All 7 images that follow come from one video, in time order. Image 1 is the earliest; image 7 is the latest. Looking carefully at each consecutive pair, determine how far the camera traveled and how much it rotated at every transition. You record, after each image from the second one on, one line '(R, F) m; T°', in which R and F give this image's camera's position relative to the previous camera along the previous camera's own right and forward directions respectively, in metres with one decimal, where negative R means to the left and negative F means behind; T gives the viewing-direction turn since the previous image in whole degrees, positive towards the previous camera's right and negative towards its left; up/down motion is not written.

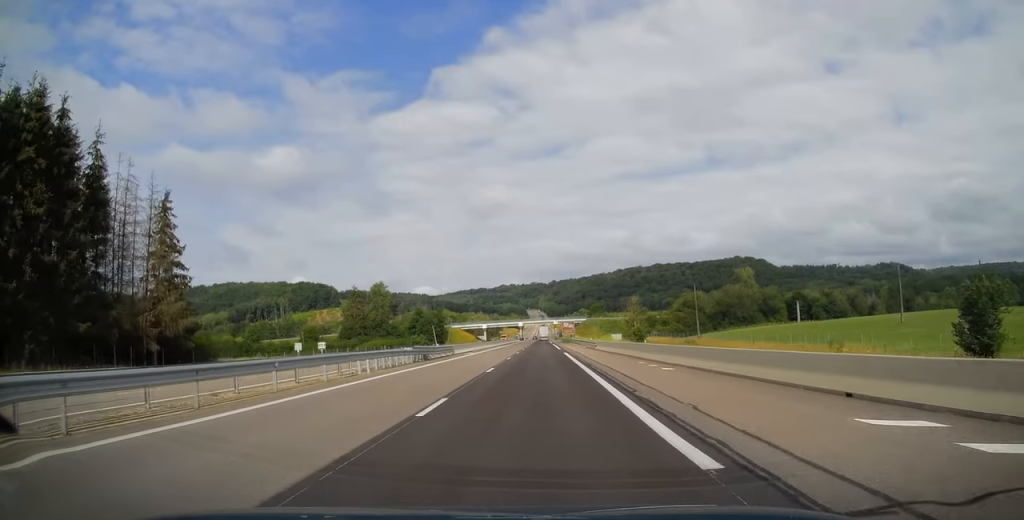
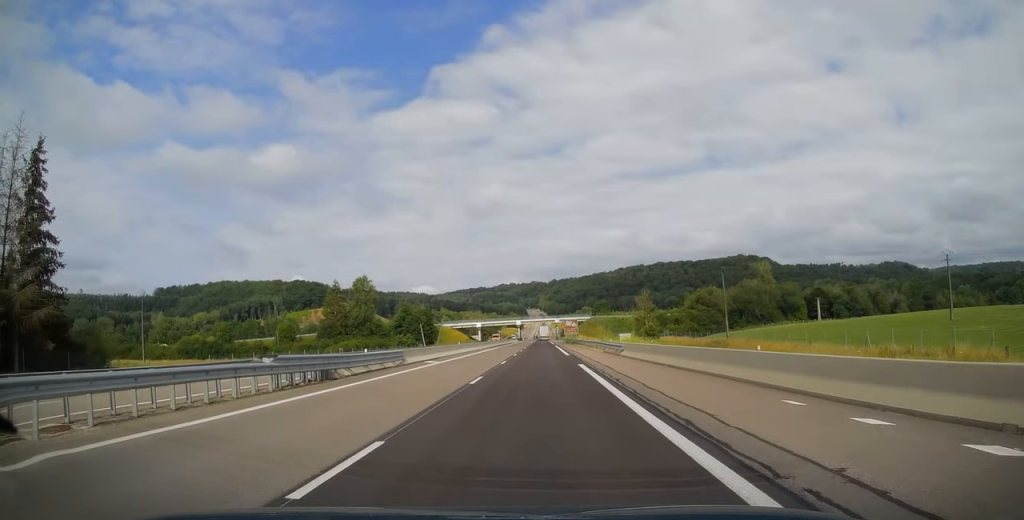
(-0.3, +17.6) m; 0°
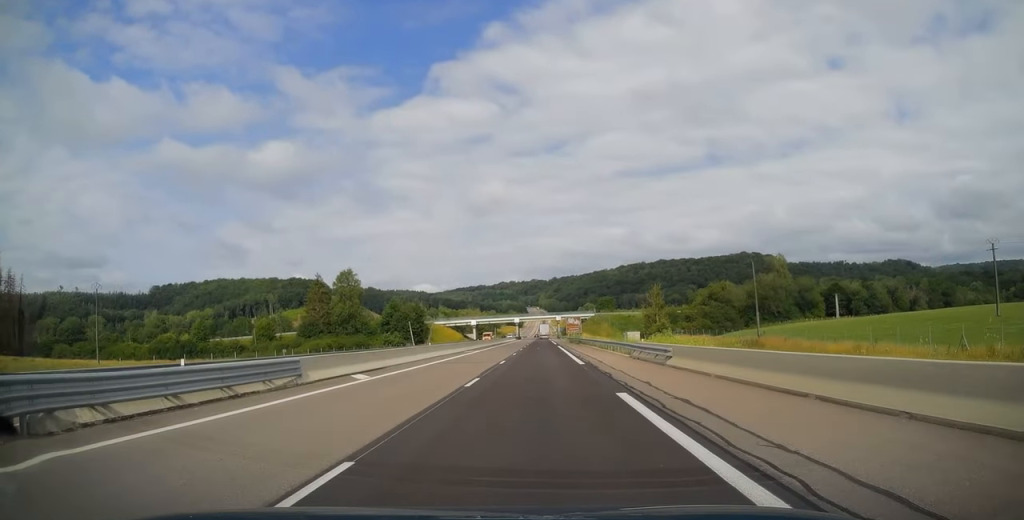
(-0.1, +13.7) m; 0°
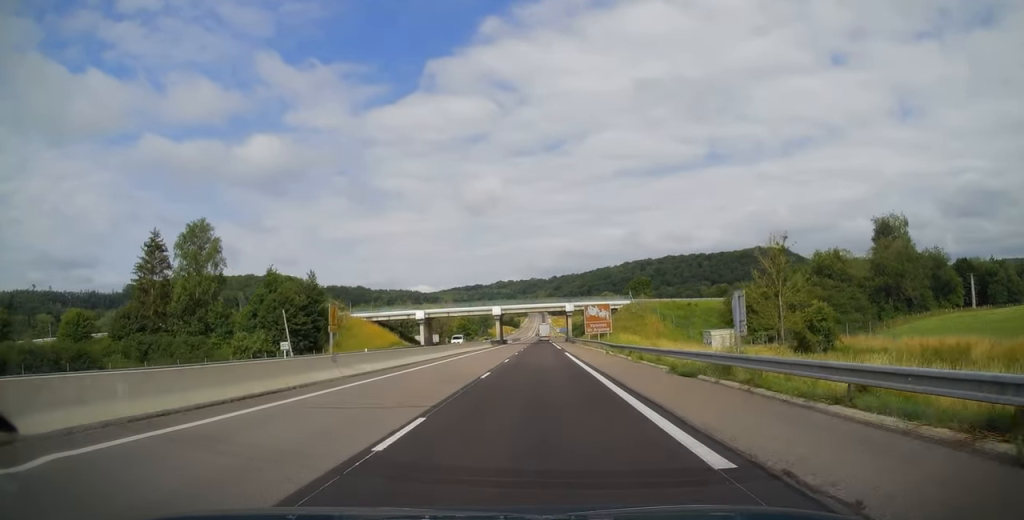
(+1.0, +70.2) m; +1°
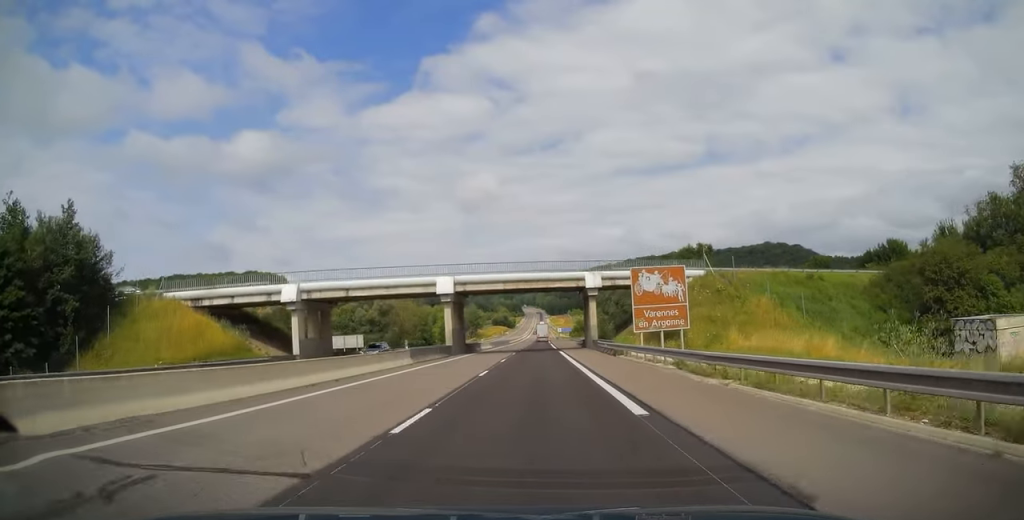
(+0.1, +47.6) m; 0°
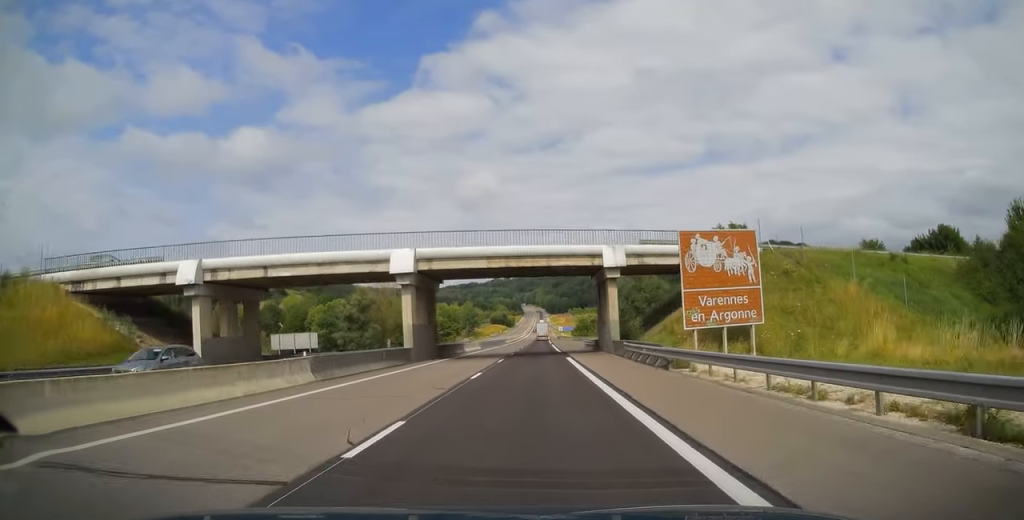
(0.0, +14.0) m; 0°
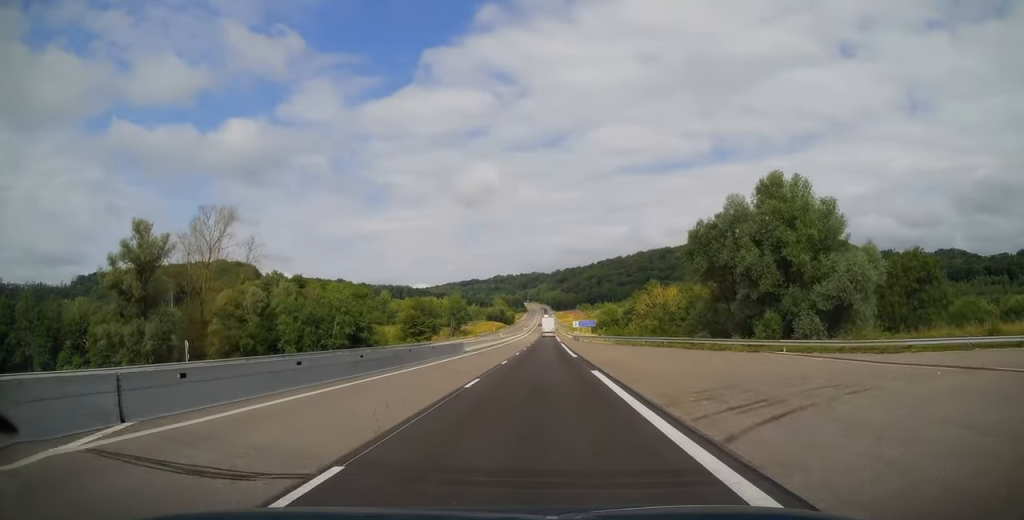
(-0.7, +64.5) m; -1°
